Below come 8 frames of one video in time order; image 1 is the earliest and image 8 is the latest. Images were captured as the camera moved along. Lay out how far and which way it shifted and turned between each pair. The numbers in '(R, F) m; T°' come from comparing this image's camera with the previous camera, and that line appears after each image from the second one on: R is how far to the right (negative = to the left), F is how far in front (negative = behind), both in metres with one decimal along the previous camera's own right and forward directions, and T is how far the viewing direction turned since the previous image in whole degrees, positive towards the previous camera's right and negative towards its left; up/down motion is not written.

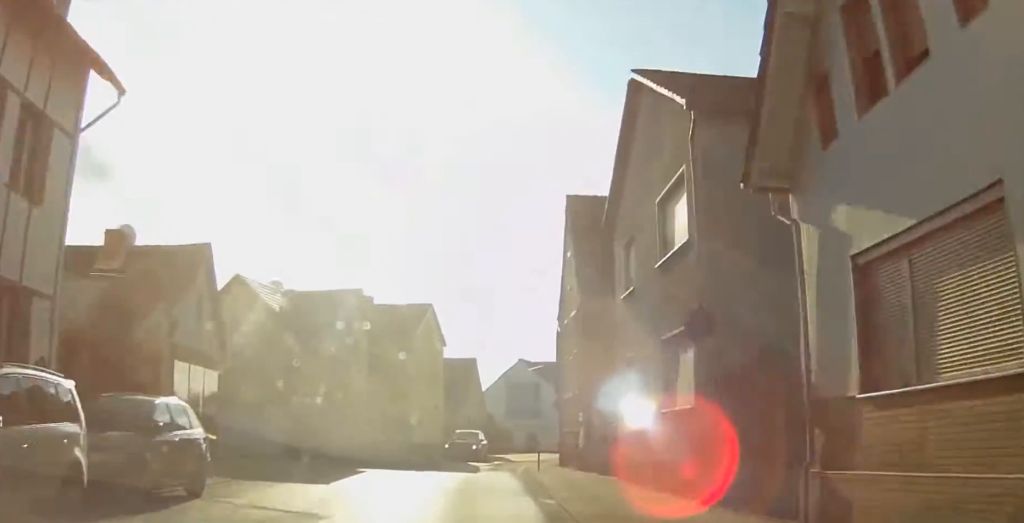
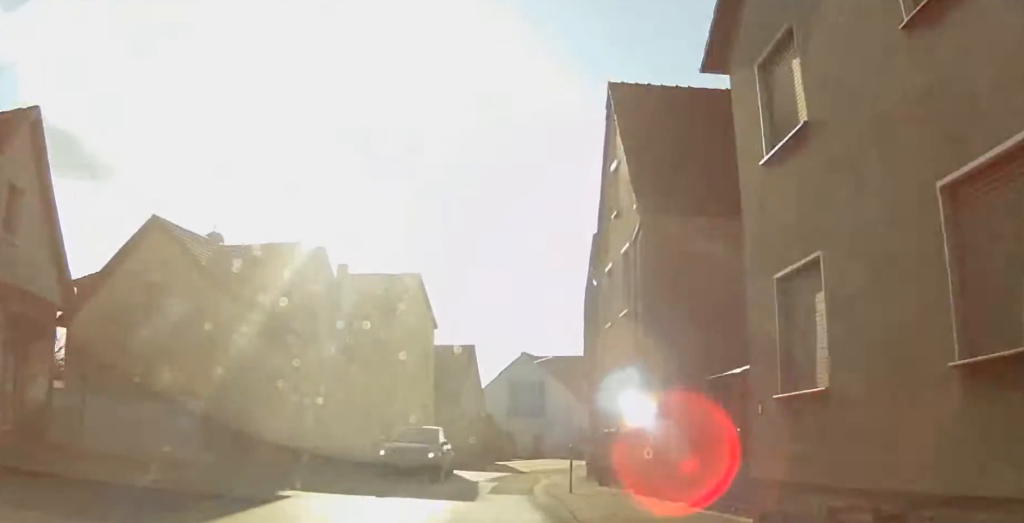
(-0.1, +11.1) m; 0°
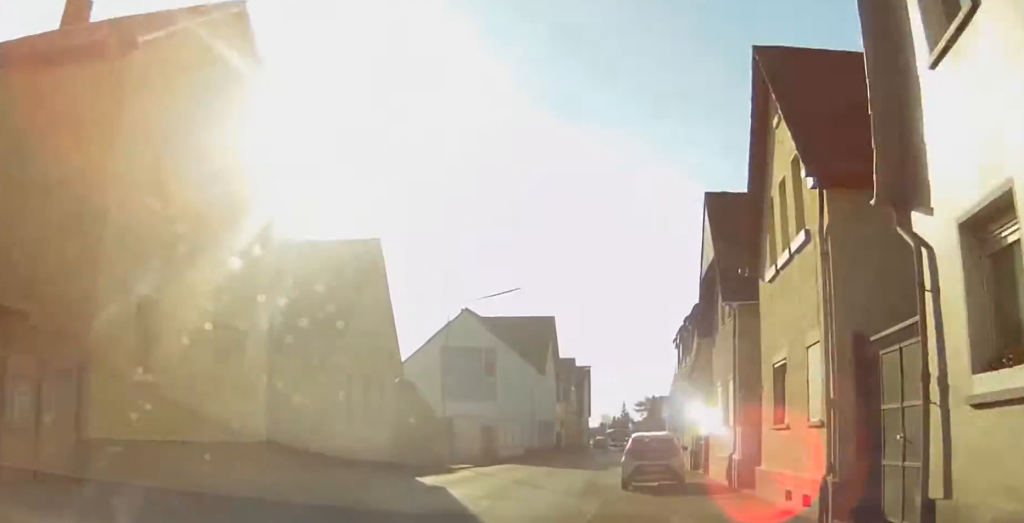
(+0.2, +28.8) m; +4°
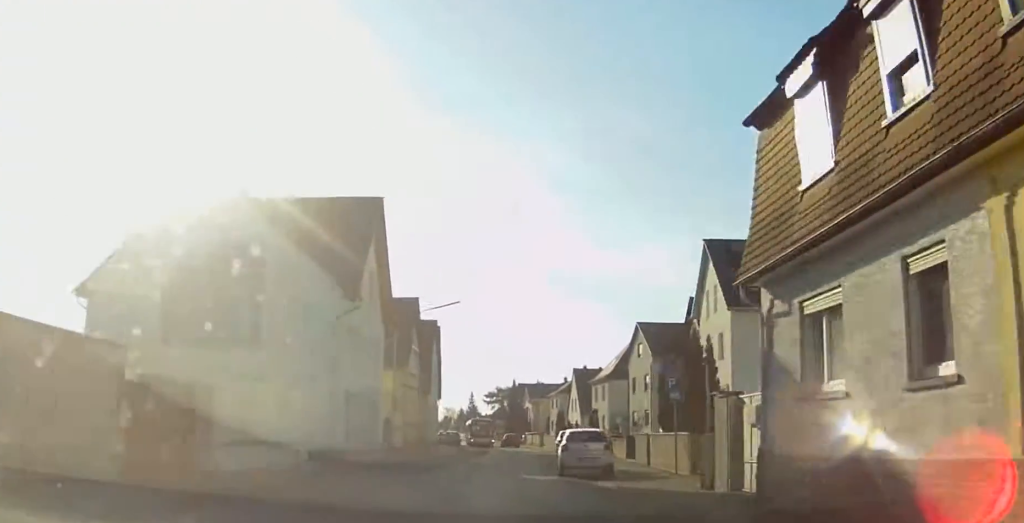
(+2.1, +31.9) m; +6°
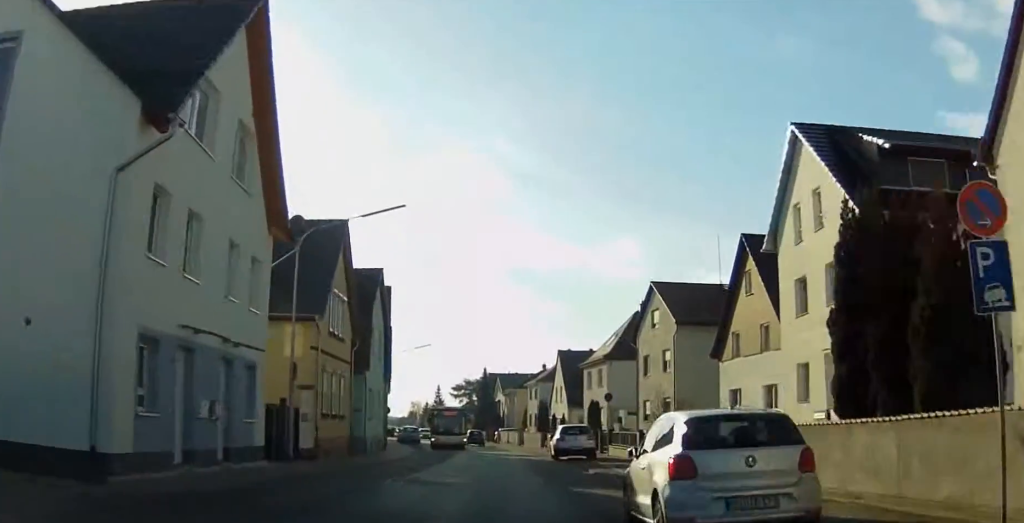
(+0.3, +16.7) m; +2°
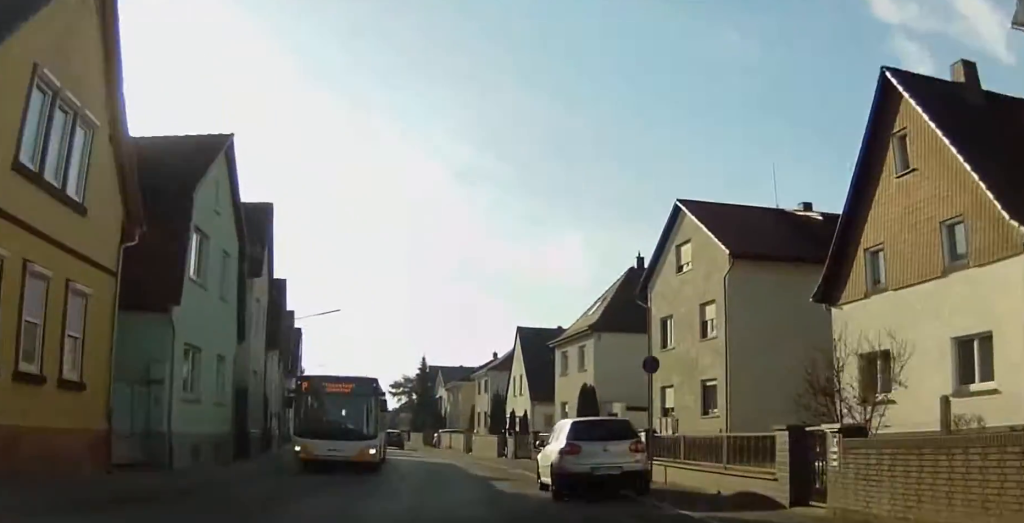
(+0.4, +20.1) m; +2°
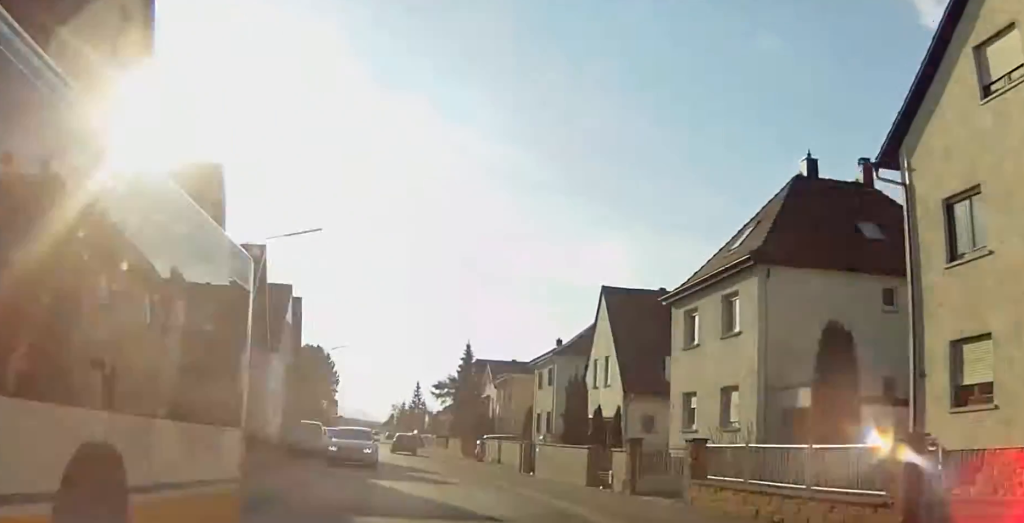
(+0.4, +21.4) m; +1°
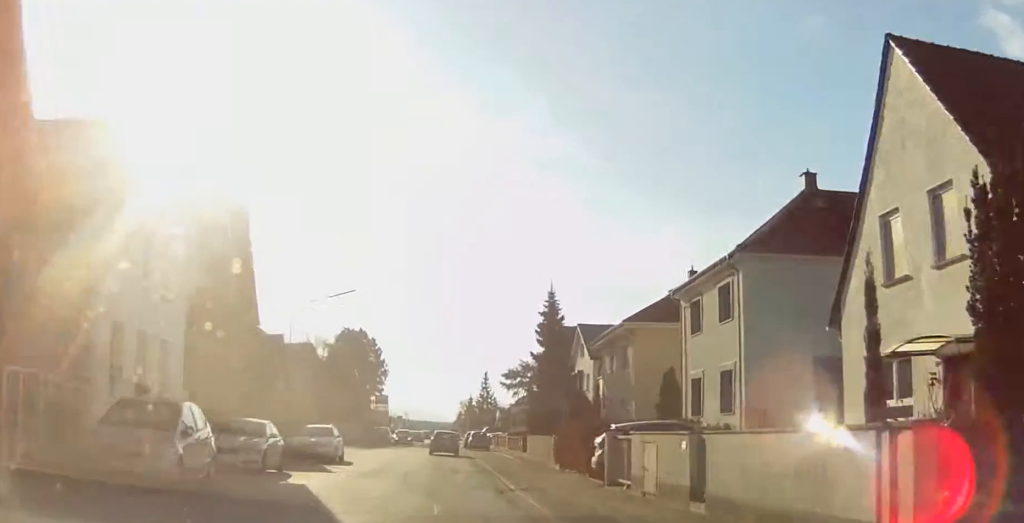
(-0.2, +28.9) m; -1°
